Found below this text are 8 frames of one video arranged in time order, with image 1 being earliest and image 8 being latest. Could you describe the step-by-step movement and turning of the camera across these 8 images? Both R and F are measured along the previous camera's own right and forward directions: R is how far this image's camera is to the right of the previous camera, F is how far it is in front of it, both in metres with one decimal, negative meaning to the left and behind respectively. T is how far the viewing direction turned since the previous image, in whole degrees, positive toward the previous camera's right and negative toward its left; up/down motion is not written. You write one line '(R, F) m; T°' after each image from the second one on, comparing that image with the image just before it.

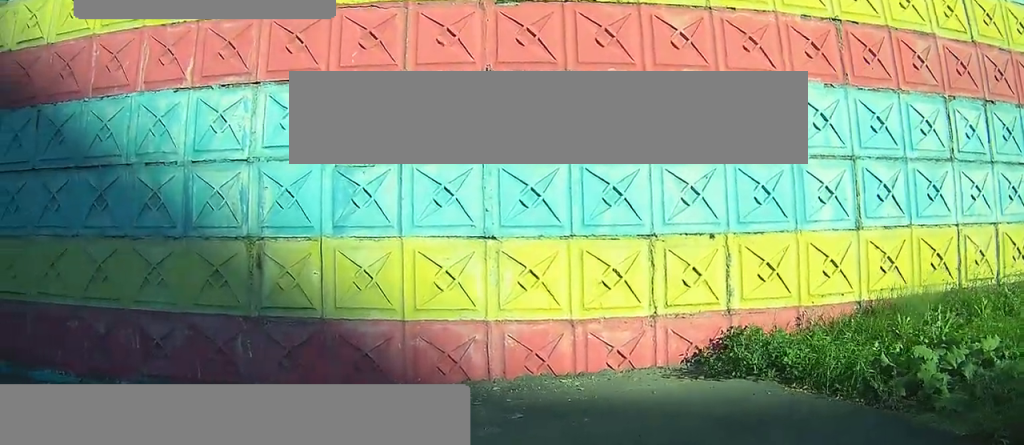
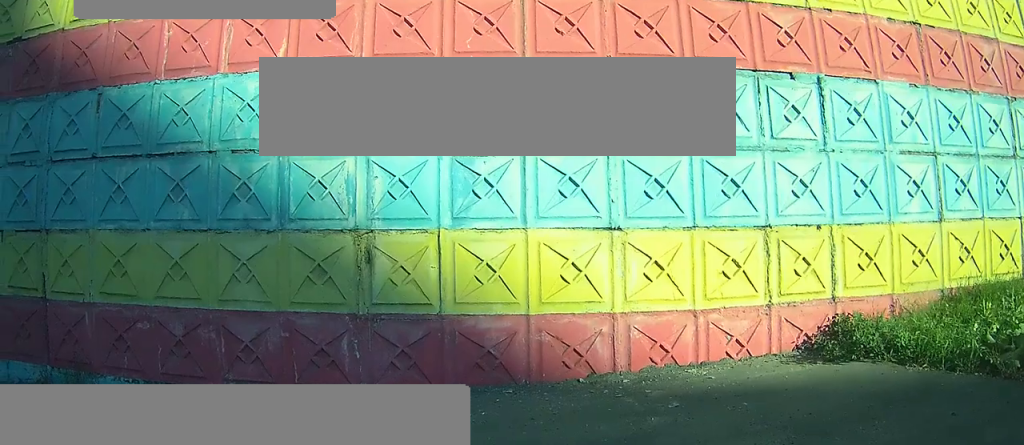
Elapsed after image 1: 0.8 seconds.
(0.0, +1.9) m; 0°
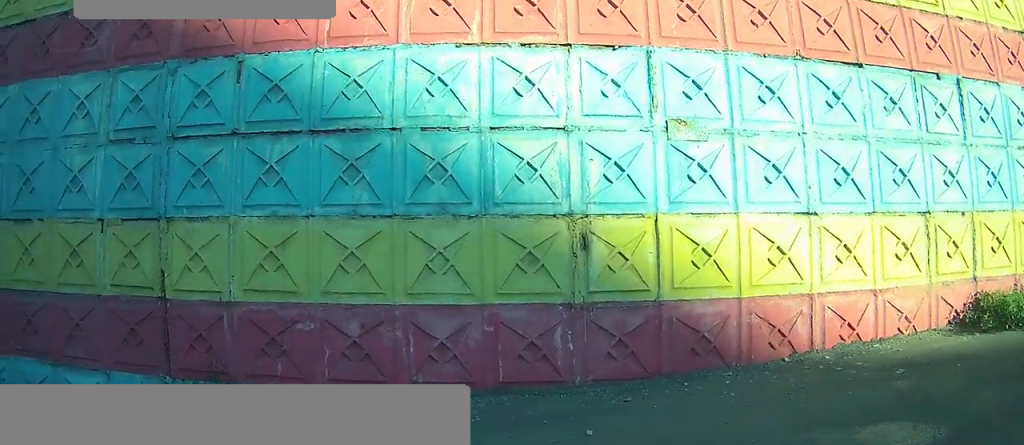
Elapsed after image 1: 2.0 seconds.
(0.0, +3.2) m; 0°
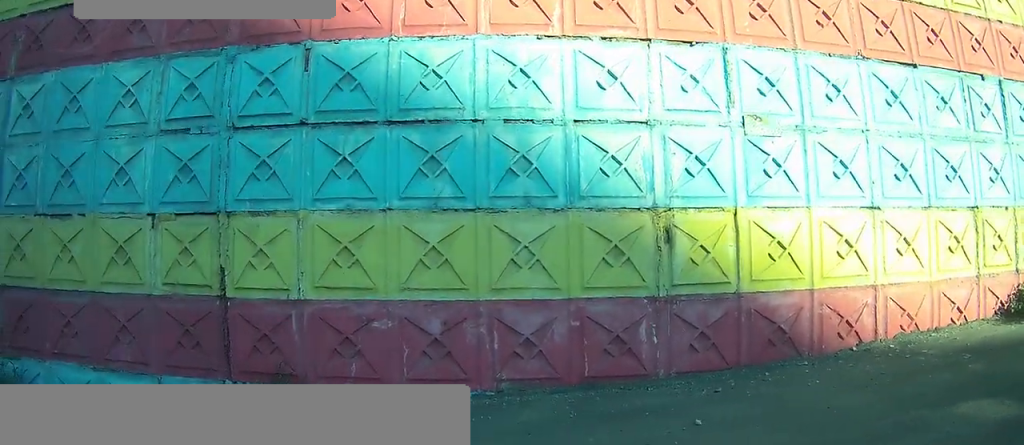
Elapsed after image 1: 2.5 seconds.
(0.0, +1.4) m; 0°
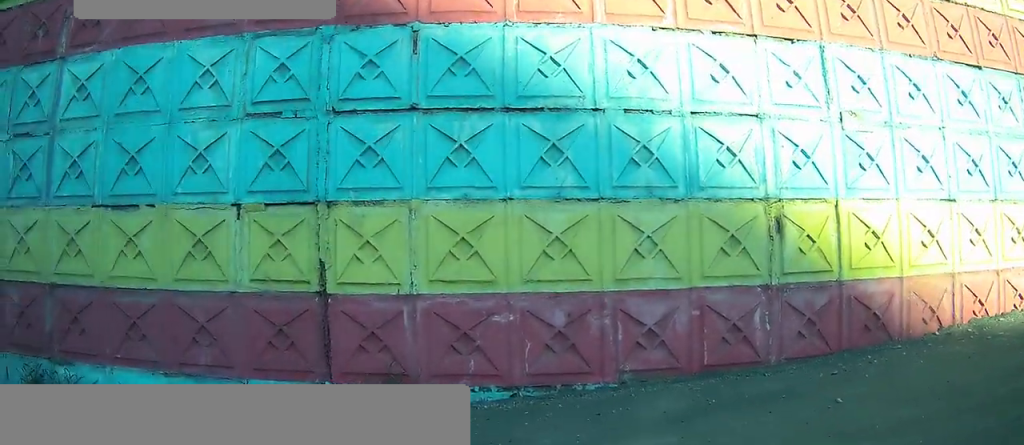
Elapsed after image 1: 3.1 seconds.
(0.0, +1.9) m; 0°
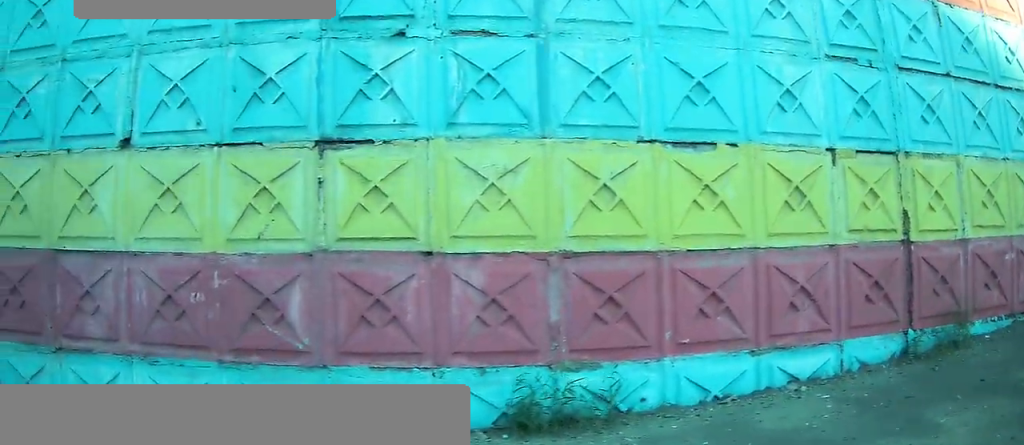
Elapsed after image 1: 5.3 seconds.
(+0.3, +6.9) m; +6°
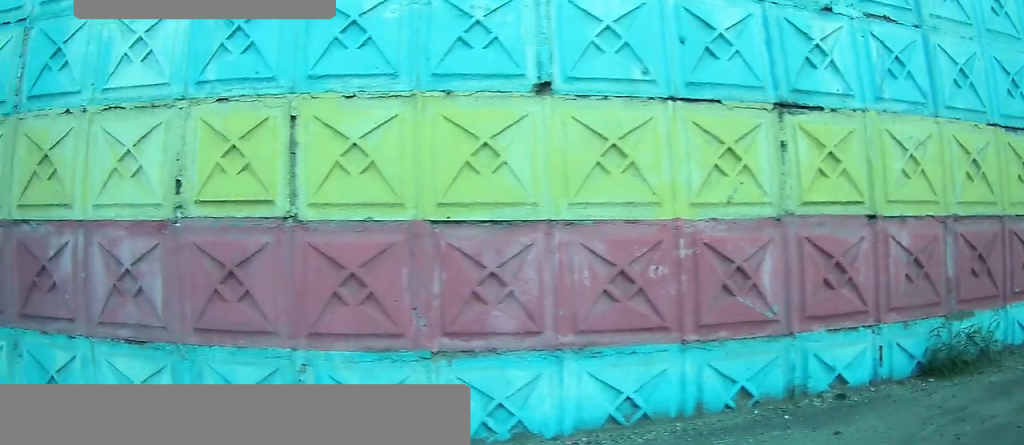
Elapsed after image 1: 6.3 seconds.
(+0.1, +3.6) m; +1°
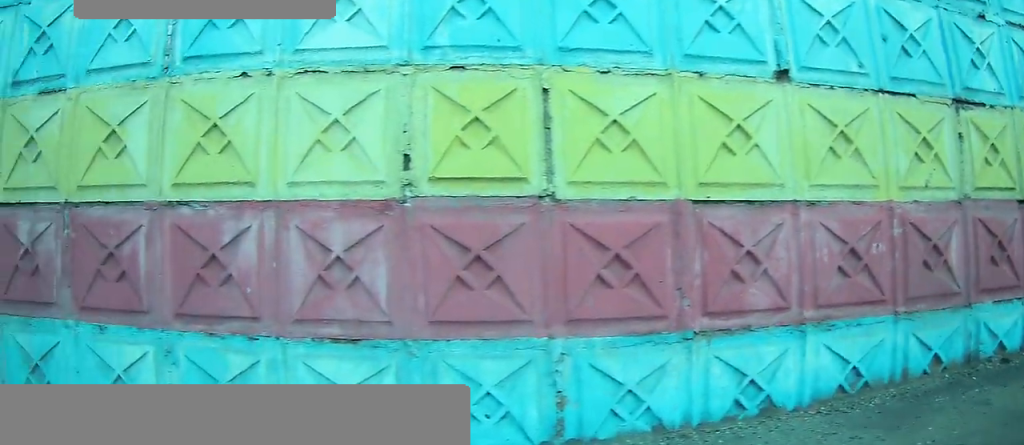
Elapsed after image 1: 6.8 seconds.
(0.0, +1.8) m; +2°
